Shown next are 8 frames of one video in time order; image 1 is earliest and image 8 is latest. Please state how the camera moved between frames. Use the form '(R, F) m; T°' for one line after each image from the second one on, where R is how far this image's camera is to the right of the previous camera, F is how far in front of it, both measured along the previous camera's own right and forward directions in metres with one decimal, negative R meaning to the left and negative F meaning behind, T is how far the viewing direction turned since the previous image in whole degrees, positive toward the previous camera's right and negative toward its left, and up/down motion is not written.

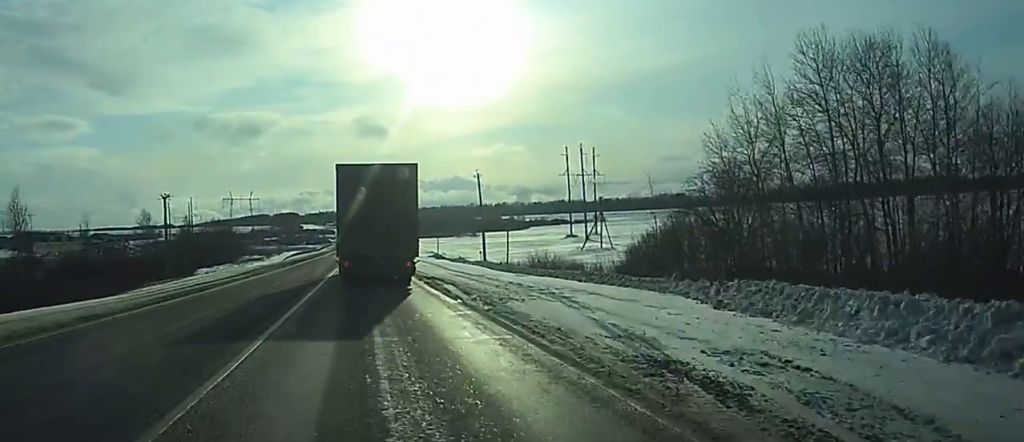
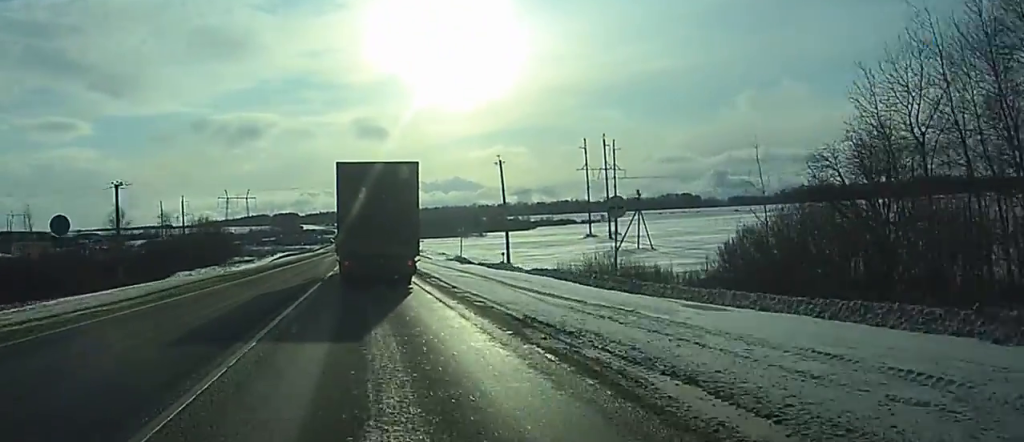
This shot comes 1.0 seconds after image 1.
(-0.2, +20.6) m; 0°
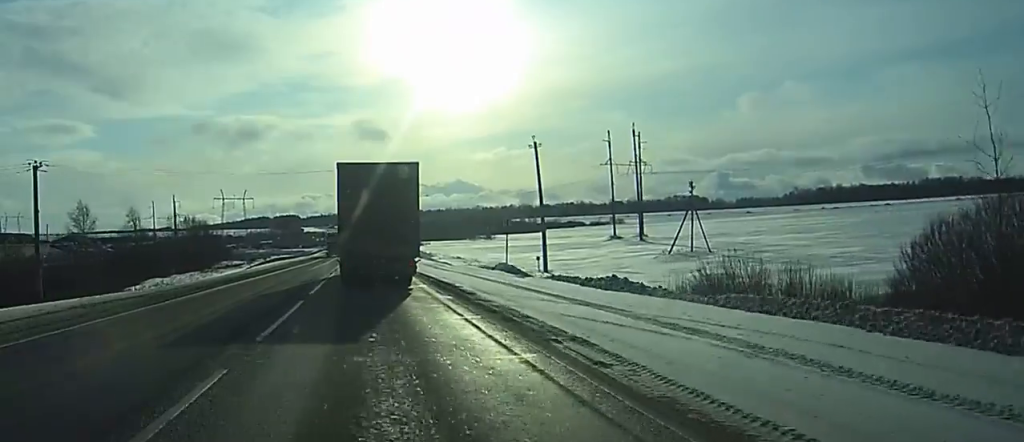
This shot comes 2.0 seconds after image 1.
(+0.2, +21.6) m; +1°
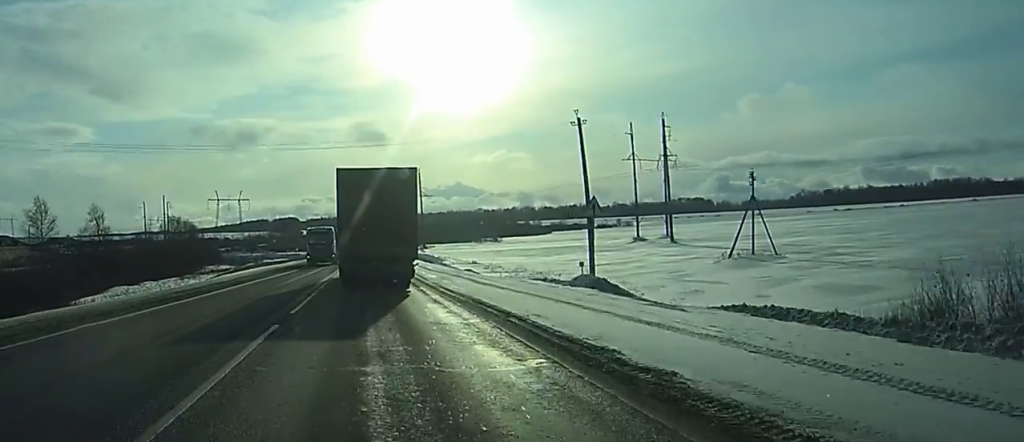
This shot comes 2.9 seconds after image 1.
(+0.1, +18.5) m; 0°
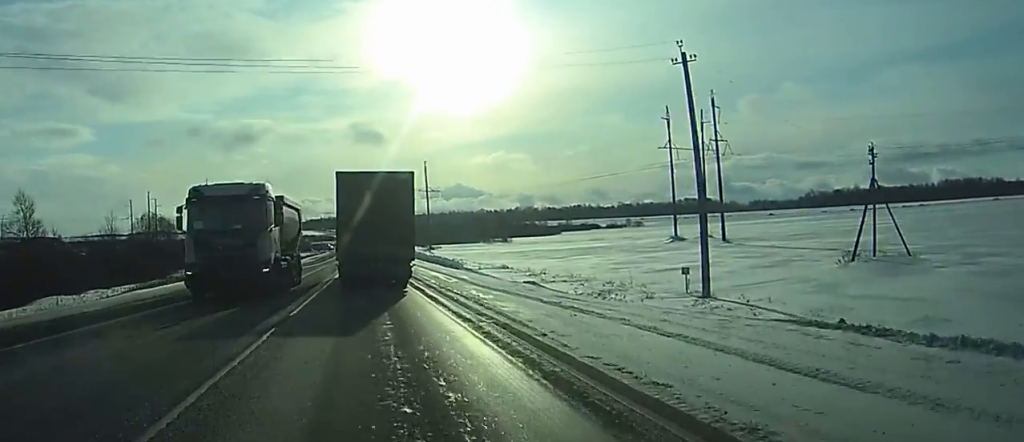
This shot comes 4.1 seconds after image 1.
(0.0, +24.2) m; 0°
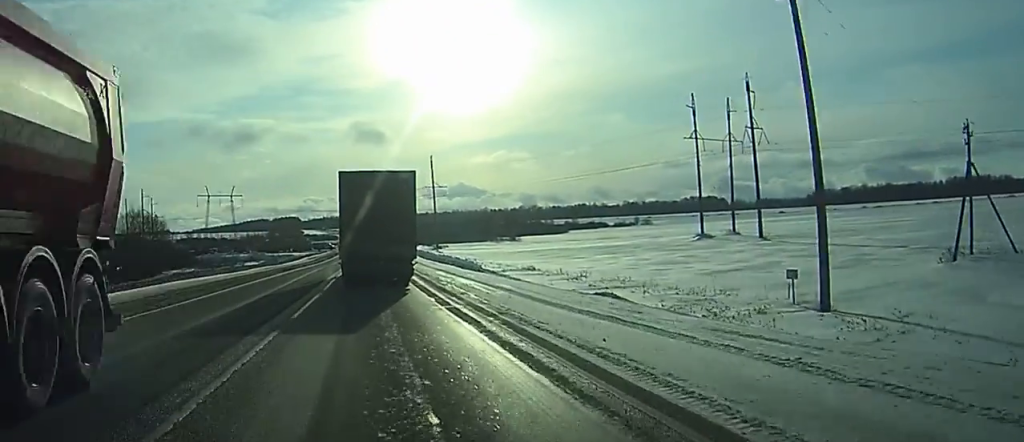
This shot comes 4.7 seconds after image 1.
(0.0, +12.7) m; 0°
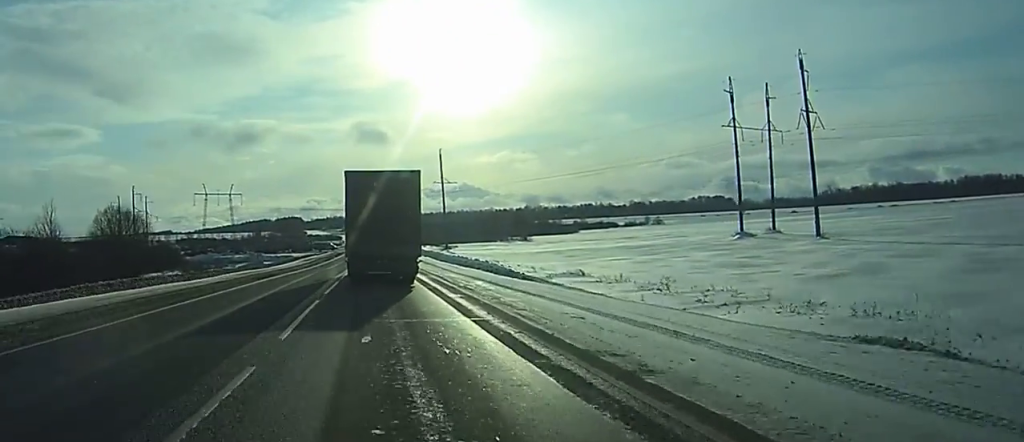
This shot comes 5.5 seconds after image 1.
(0.0, +16.0) m; 0°
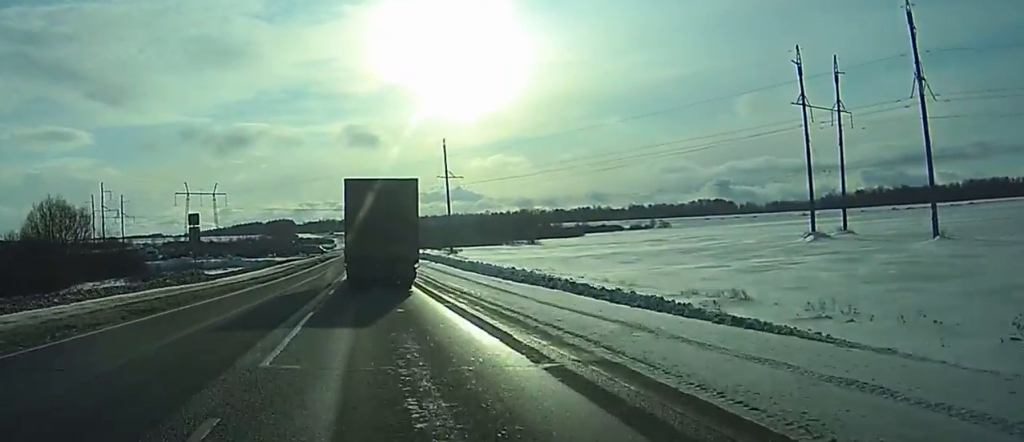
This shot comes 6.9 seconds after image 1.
(-0.1, +26.7) m; 0°
